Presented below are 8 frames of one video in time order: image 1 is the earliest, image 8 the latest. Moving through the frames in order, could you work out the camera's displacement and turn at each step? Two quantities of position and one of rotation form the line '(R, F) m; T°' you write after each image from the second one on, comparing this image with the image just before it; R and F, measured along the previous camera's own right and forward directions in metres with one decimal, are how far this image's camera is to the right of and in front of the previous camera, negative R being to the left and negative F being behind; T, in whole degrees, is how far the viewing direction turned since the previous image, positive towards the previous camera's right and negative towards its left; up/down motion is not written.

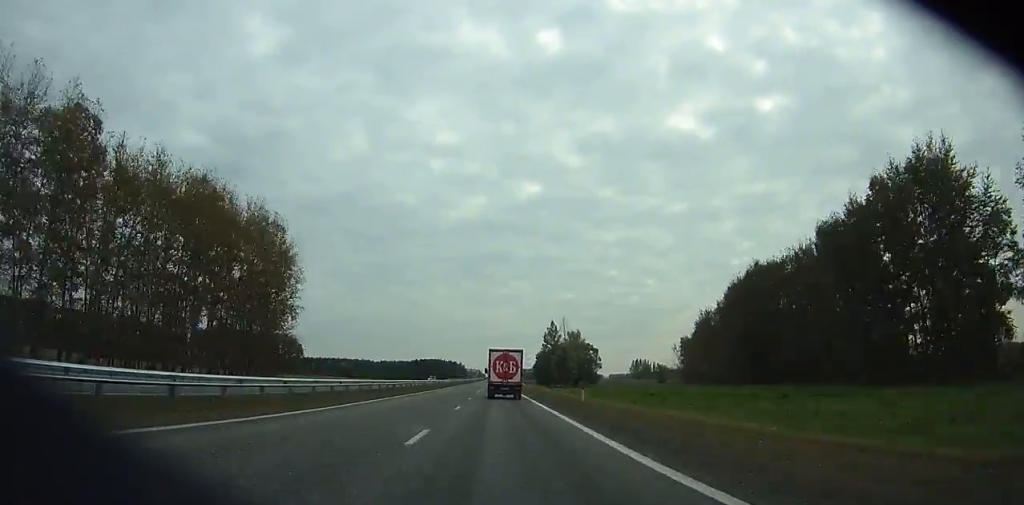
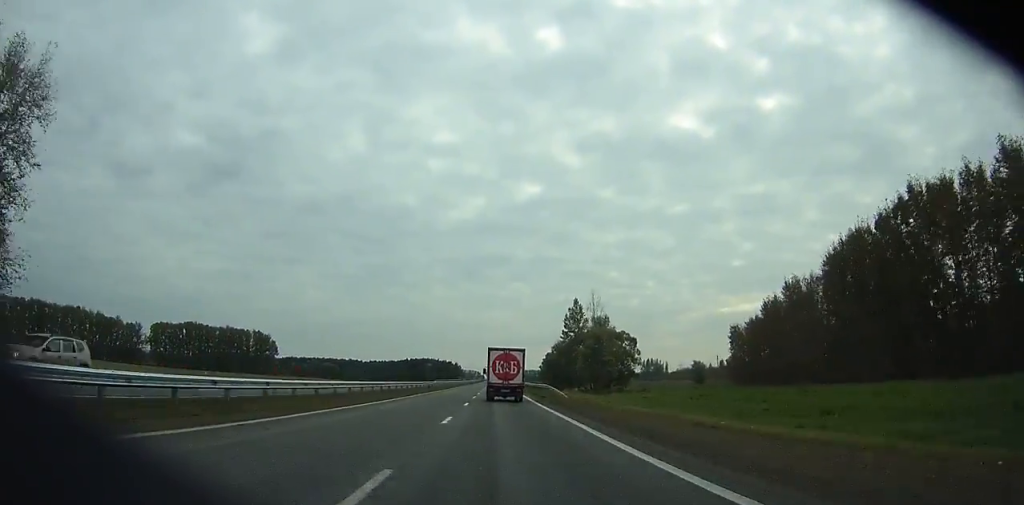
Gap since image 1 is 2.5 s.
(0.0, +53.2) m; 0°
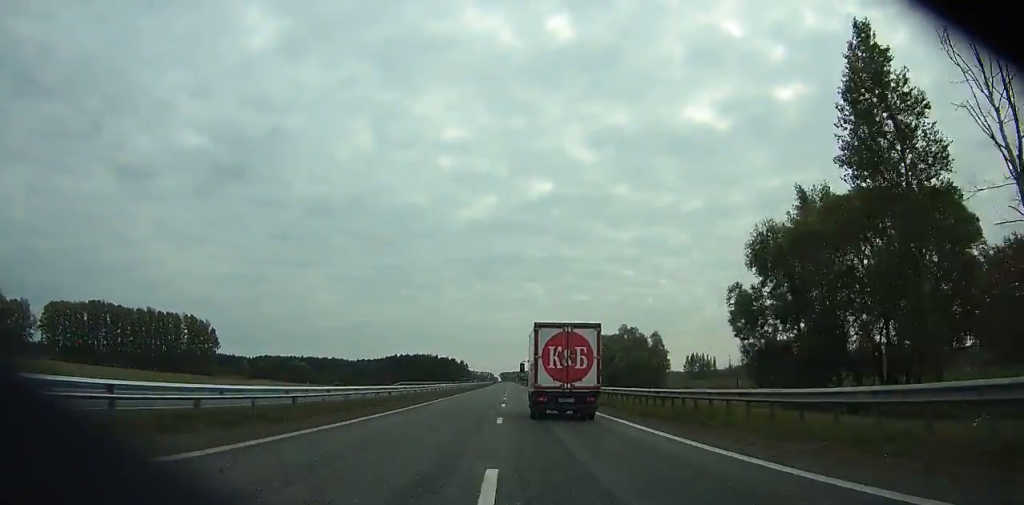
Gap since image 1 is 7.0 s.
(-0.8, +102.8) m; -1°
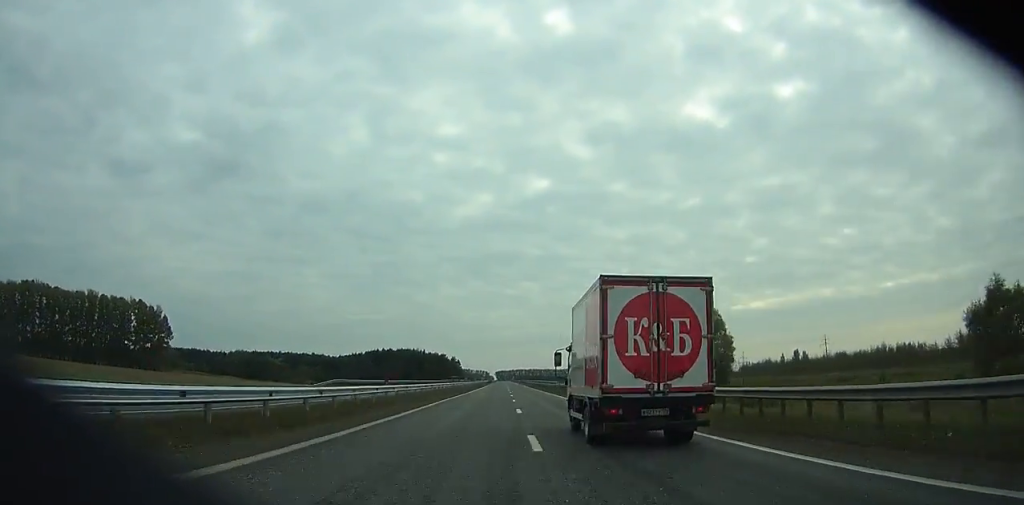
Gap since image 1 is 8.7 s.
(-0.1, +40.9) m; 0°
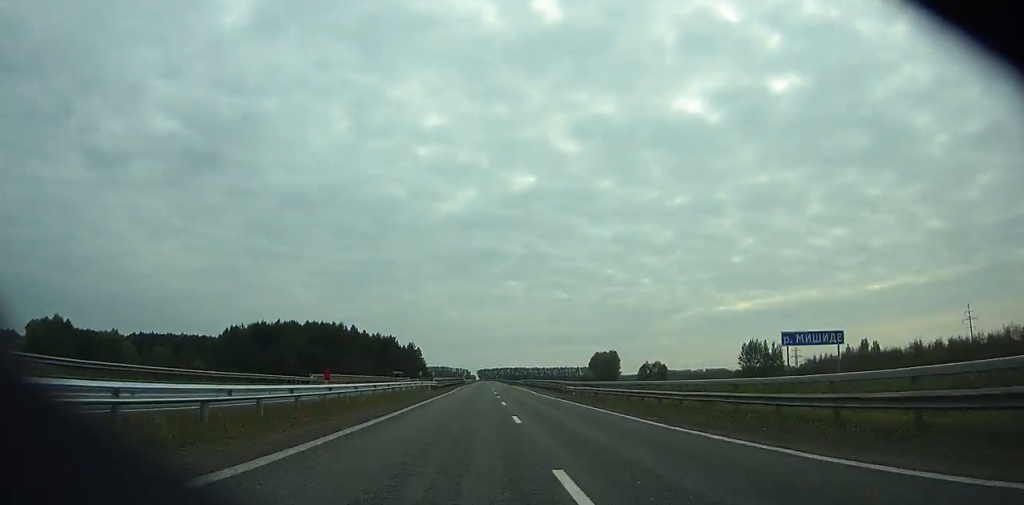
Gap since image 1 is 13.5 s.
(+0.8, +121.7) m; +1°
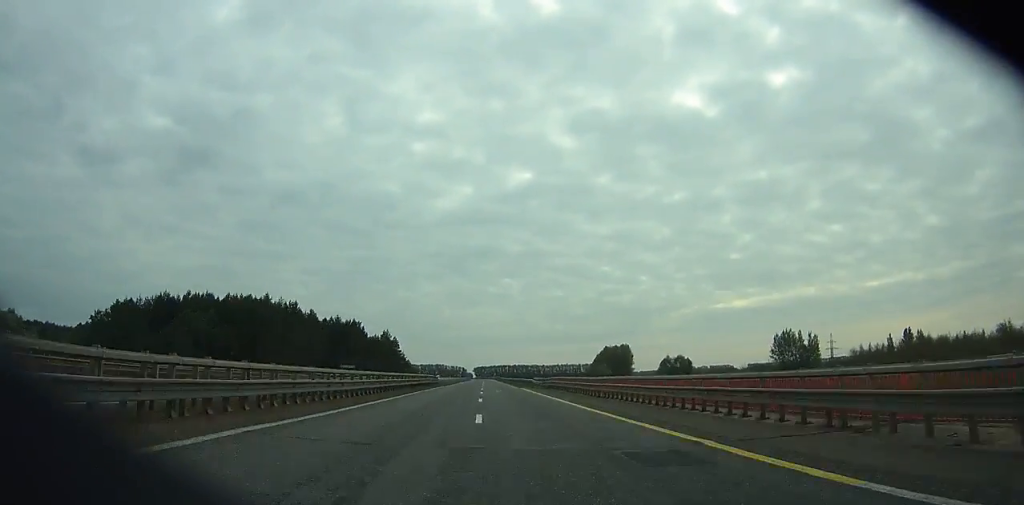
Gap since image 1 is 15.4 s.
(+0.3, +49.6) m; 0°
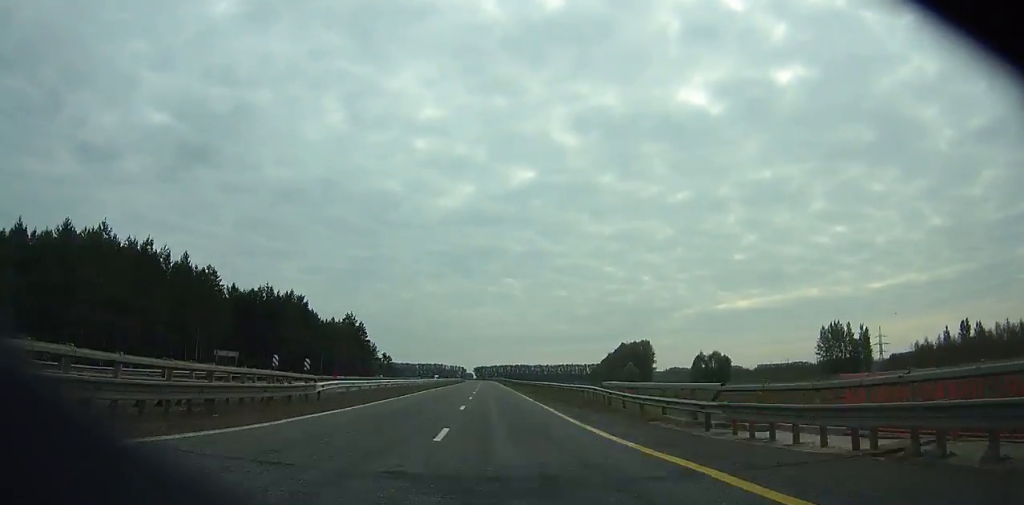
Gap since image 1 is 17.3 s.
(+0.3, +49.9) m; 0°
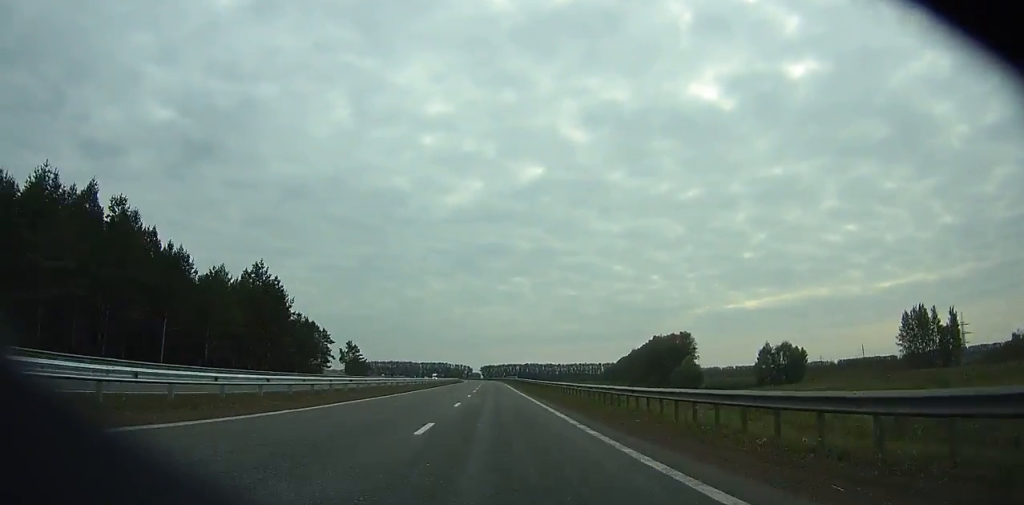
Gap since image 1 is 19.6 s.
(0.0, +60.5) m; 0°
